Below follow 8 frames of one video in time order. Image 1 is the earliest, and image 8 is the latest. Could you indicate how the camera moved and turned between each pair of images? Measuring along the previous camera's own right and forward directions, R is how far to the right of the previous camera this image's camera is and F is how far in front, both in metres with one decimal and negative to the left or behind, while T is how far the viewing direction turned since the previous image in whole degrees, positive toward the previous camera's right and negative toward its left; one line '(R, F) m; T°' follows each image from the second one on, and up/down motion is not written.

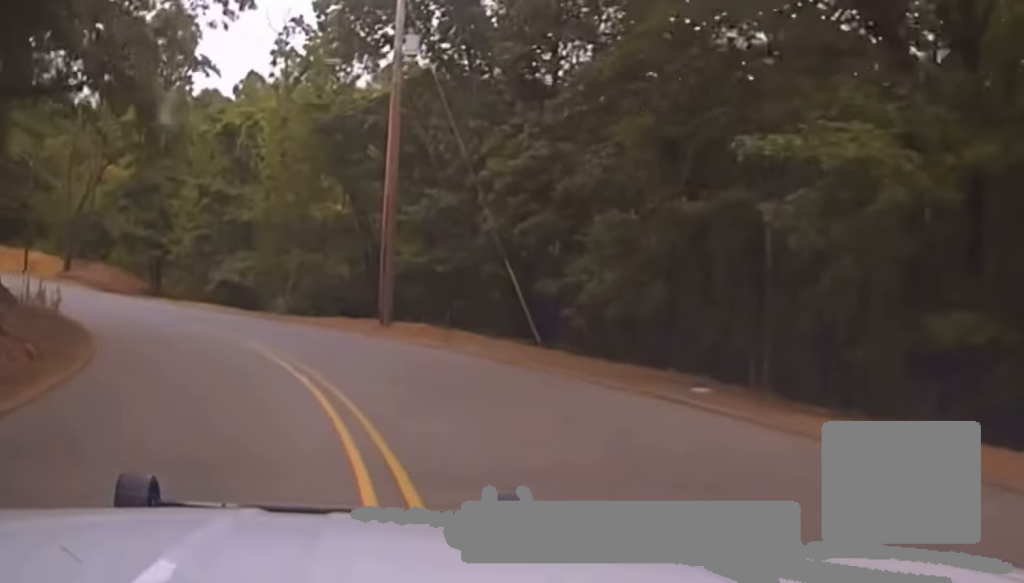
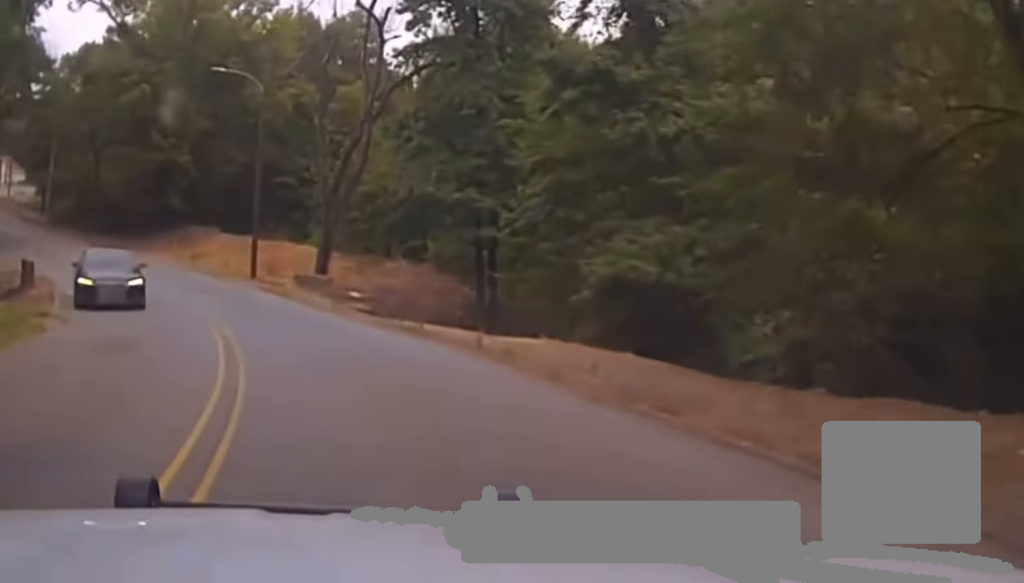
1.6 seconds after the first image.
(0.0, +34.3) m; -1°
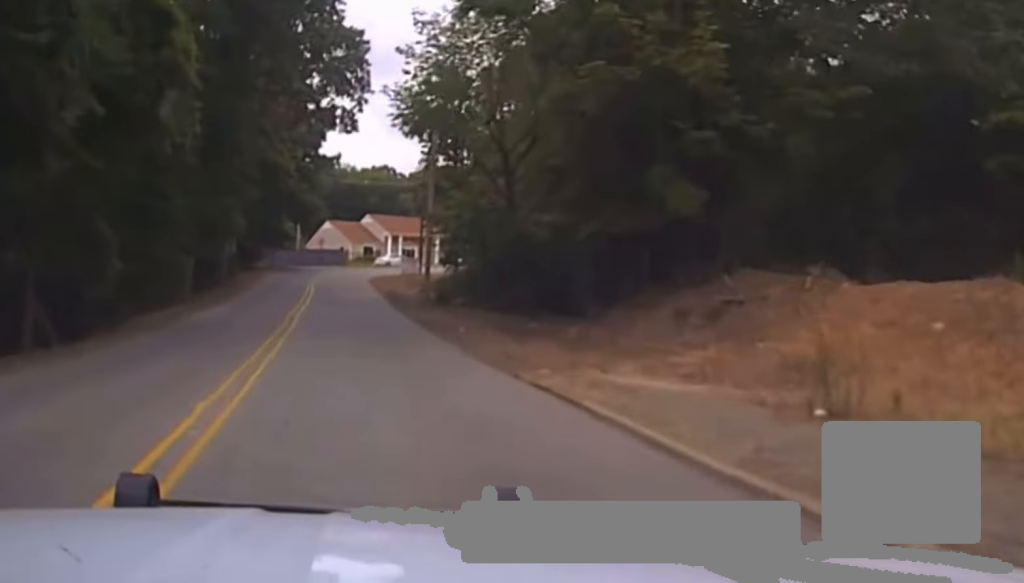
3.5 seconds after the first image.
(-12.1, +40.5) m; -35°
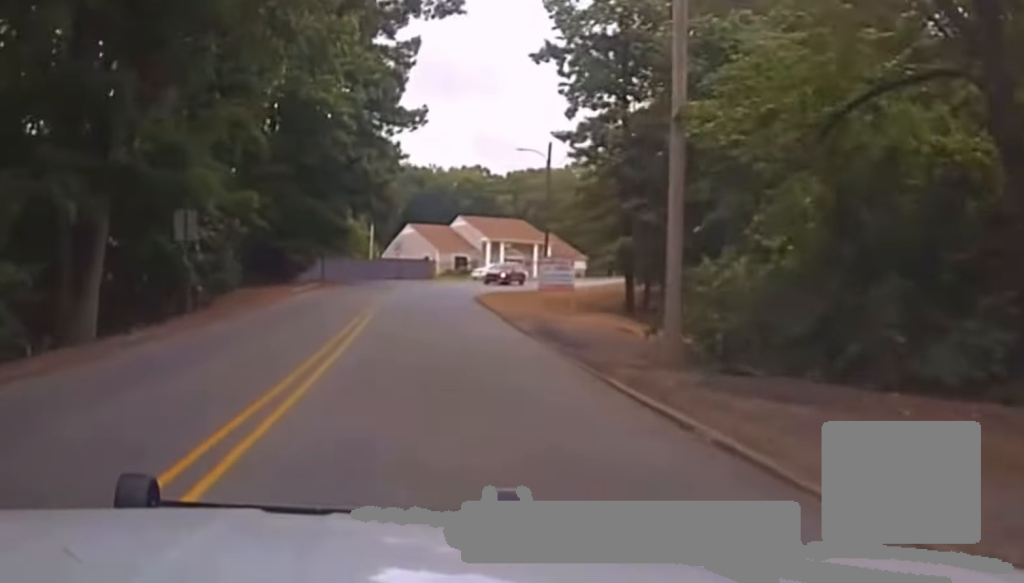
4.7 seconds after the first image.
(-2.6, +32.3) m; -5°
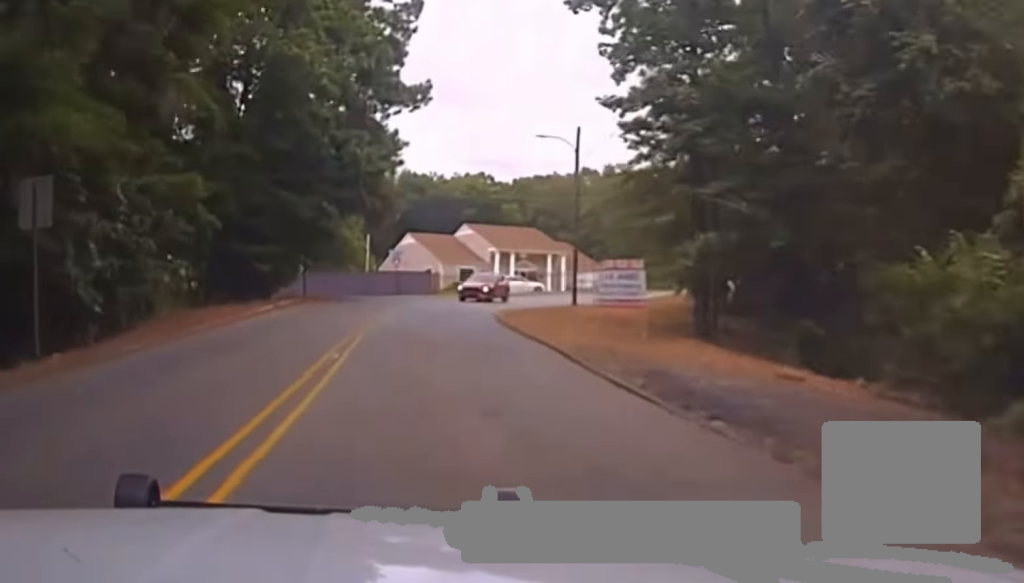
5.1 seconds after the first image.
(0.0, +12.0) m; 0°
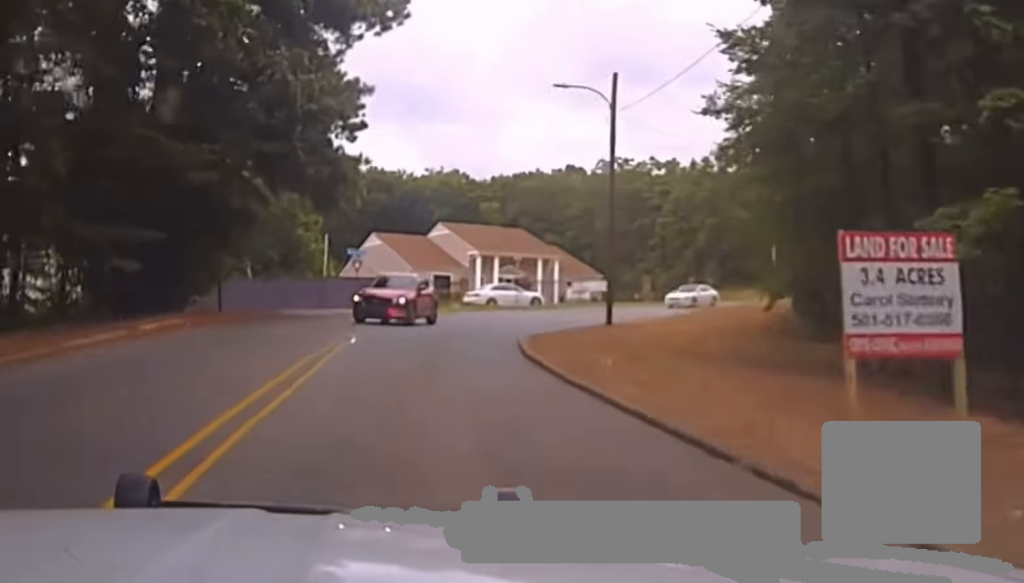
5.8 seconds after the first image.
(0.0, +18.4) m; +1°
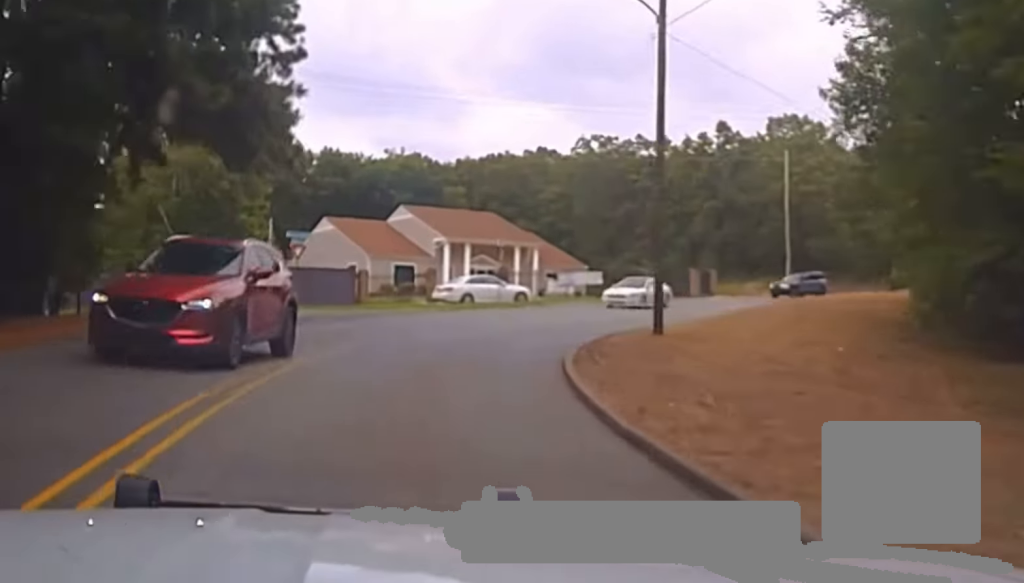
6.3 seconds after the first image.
(-0.1, +14.4) m; +4°
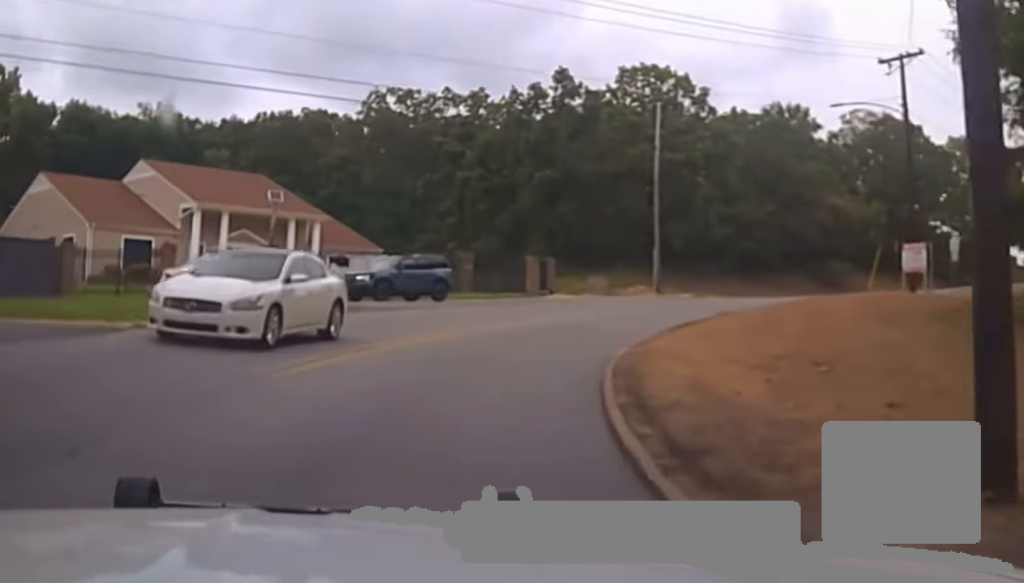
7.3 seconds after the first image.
(+1.8, +23.7) m; +8°
